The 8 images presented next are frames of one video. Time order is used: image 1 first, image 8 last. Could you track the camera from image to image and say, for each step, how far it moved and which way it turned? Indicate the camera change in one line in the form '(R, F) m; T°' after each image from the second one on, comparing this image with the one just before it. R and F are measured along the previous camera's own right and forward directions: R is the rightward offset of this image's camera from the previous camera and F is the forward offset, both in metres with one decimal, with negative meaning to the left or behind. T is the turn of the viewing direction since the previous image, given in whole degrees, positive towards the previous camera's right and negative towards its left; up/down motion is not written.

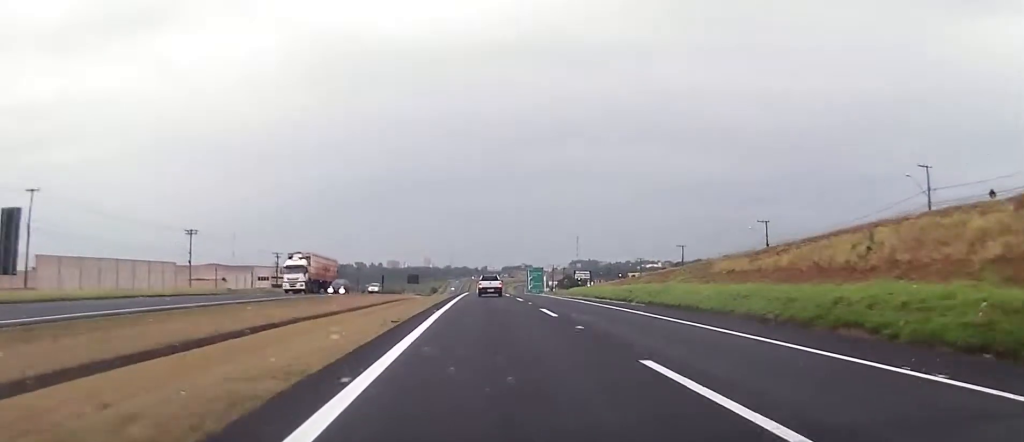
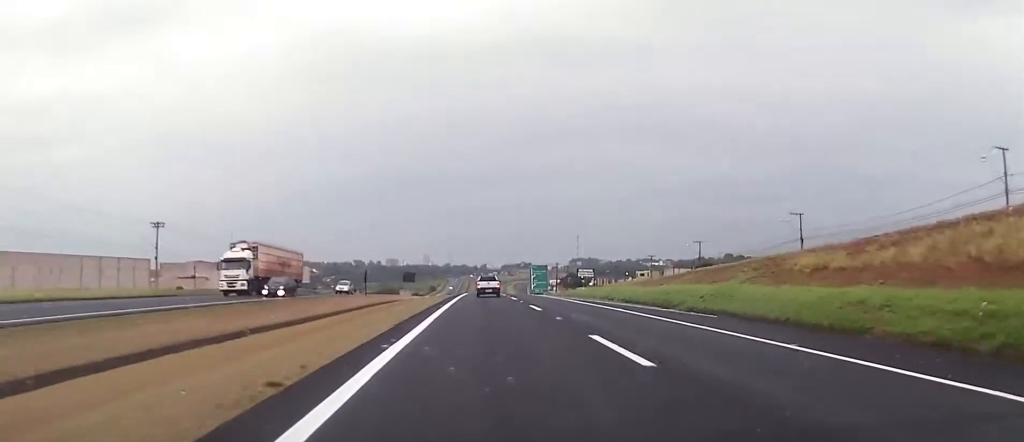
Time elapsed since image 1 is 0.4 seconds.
(-0.1, +12.0) m; 0°
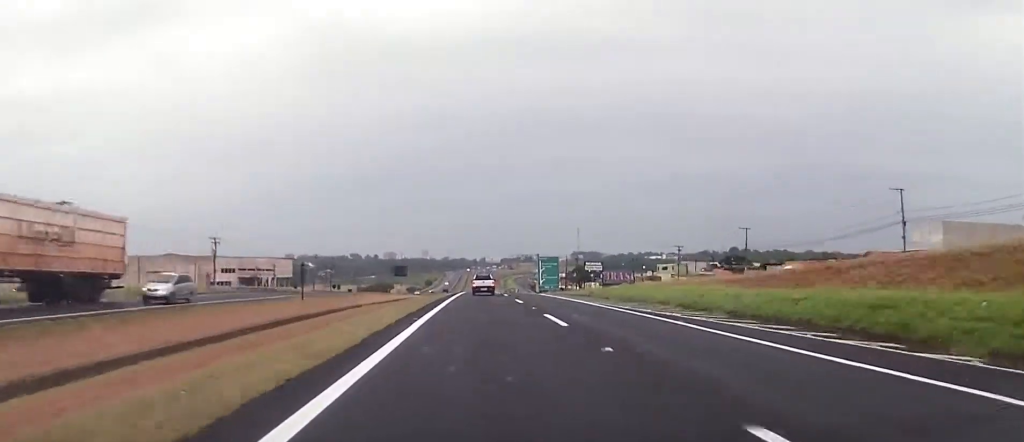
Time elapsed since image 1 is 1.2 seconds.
(-0.2, +24.9) m; 0°
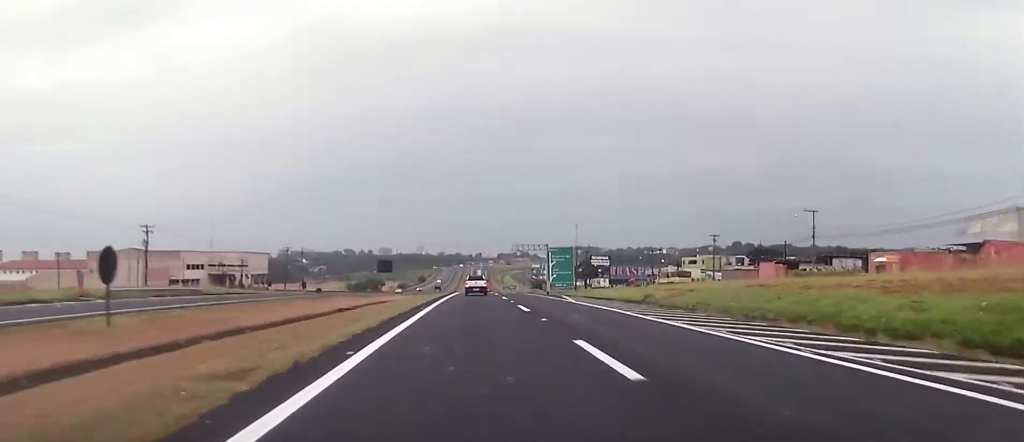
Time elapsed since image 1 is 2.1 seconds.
(0.0, +24.7) m; 0°
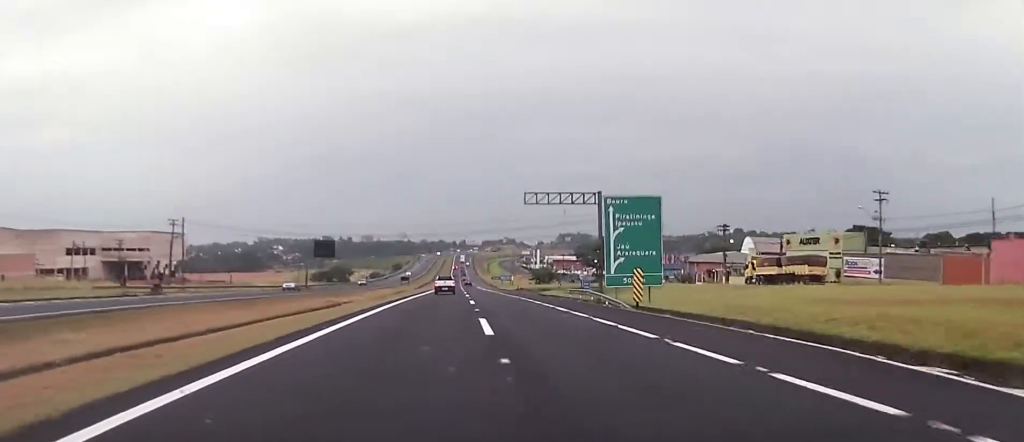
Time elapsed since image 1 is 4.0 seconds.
(+0.9, +56.8) m; +2°
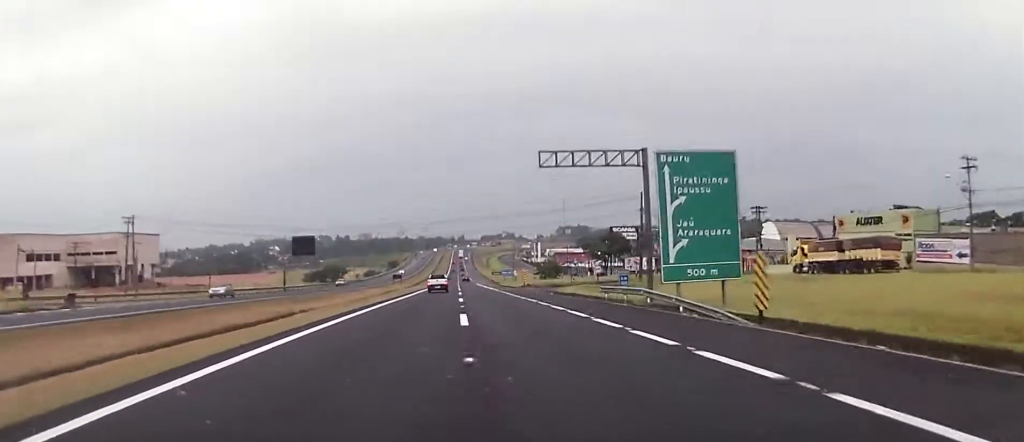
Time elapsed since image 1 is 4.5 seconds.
(+0.1, +14.6) m; 0°
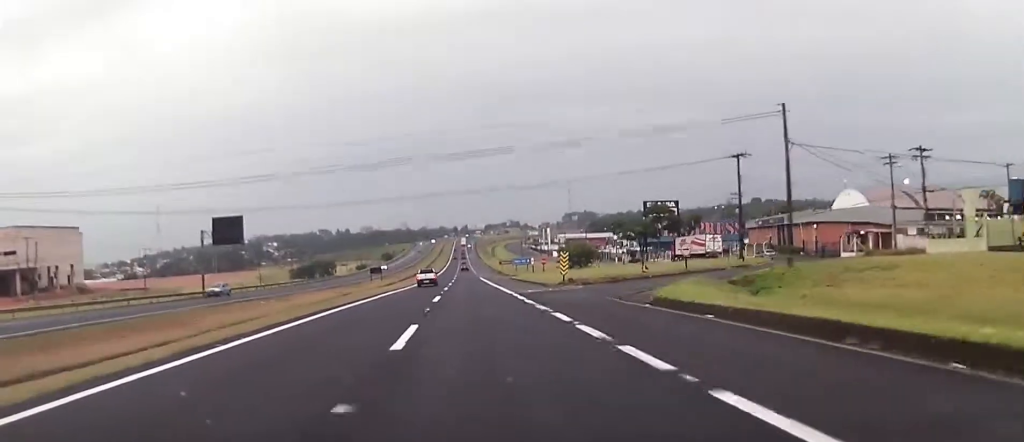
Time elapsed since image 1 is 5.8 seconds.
(-0.1, +36.6) m; -1°
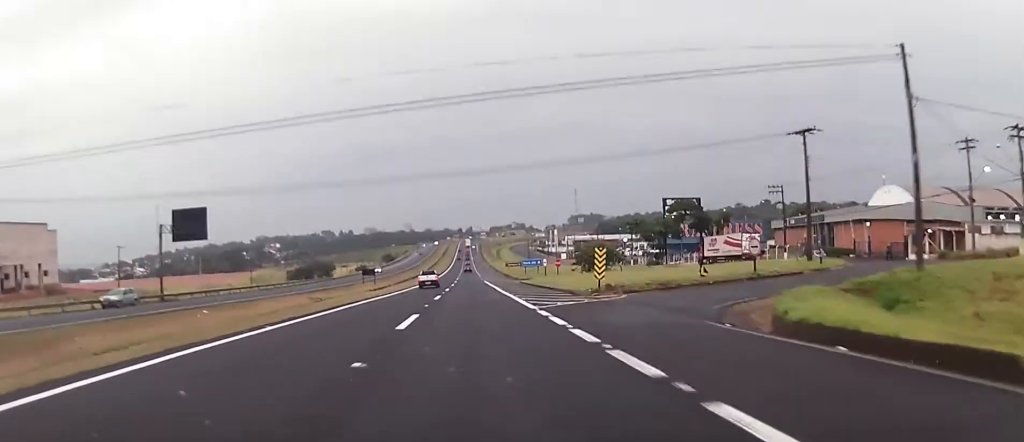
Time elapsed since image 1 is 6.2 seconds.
(0.0, +12.4) m; 0°
